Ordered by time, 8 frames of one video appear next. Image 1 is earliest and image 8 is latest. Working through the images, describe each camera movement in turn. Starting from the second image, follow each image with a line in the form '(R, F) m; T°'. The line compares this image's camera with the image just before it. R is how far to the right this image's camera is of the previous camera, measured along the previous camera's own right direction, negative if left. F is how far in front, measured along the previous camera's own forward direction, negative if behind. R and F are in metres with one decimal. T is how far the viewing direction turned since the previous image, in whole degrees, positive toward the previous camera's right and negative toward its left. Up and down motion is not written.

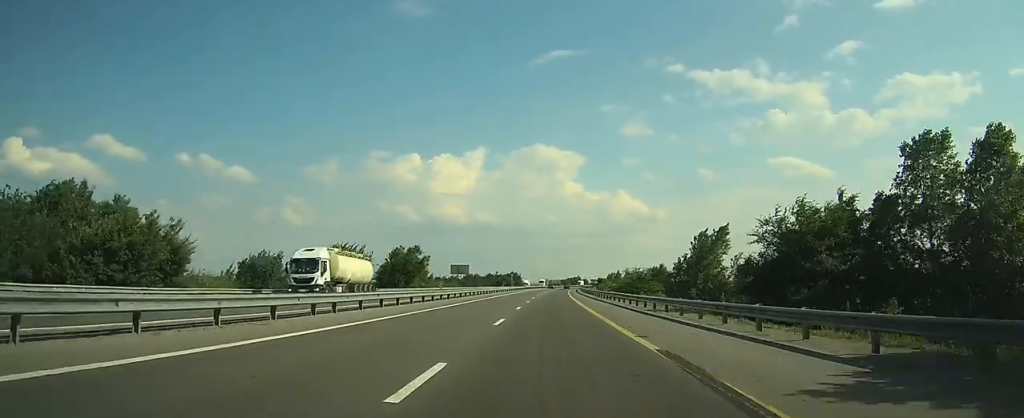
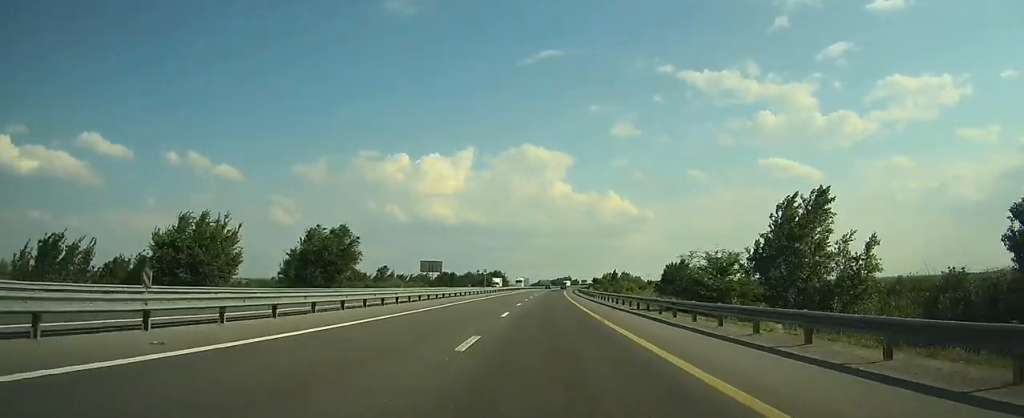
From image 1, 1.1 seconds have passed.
(+0.3, +31.2) m; +1°
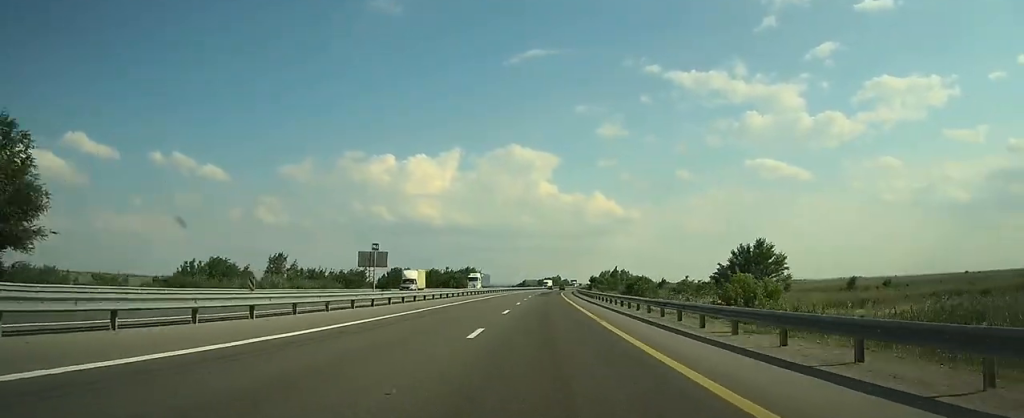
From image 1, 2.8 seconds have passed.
(+0.8, +45.3) m; +1°
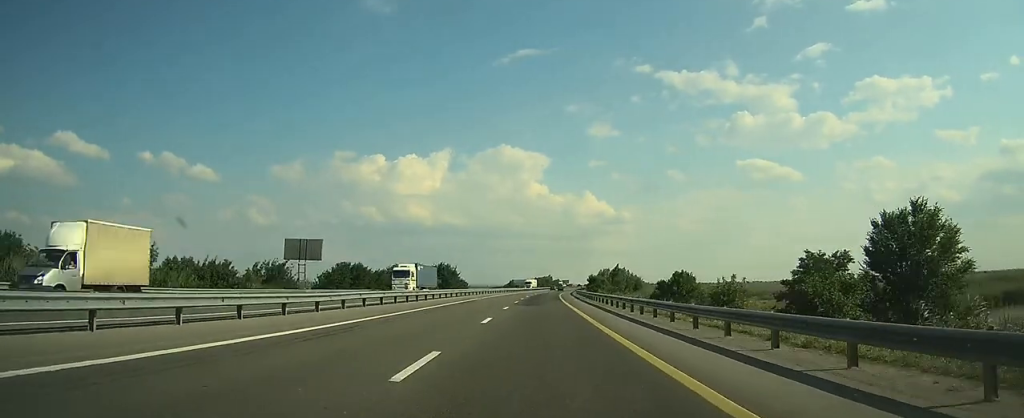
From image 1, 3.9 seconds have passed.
(+0.1, +30.6) m; 0°
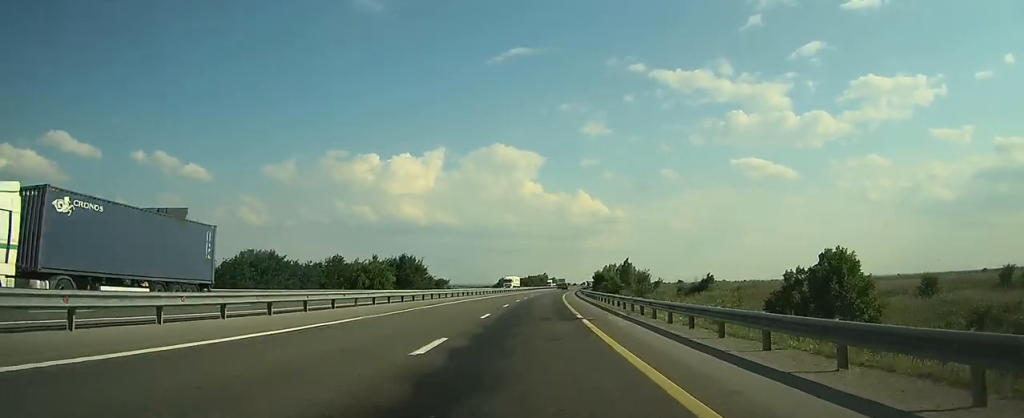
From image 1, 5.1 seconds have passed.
(+0.2, +33.5) m; +1°
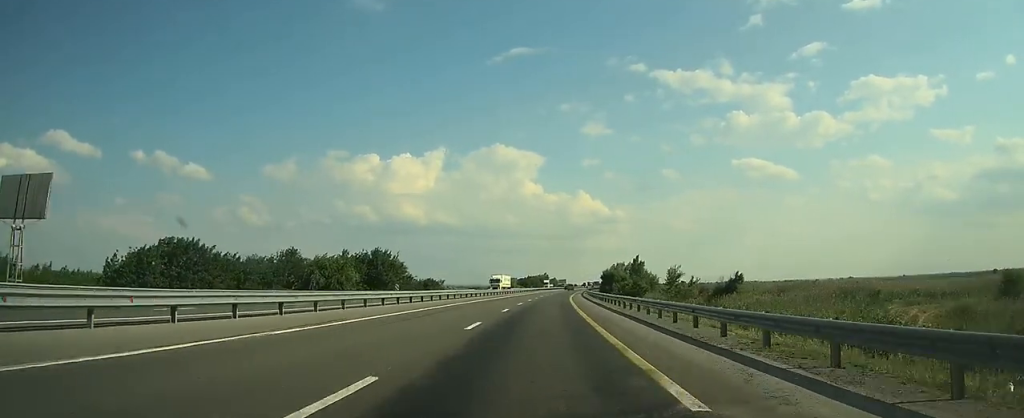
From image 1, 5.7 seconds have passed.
(0.0, +17.7) m; +1°
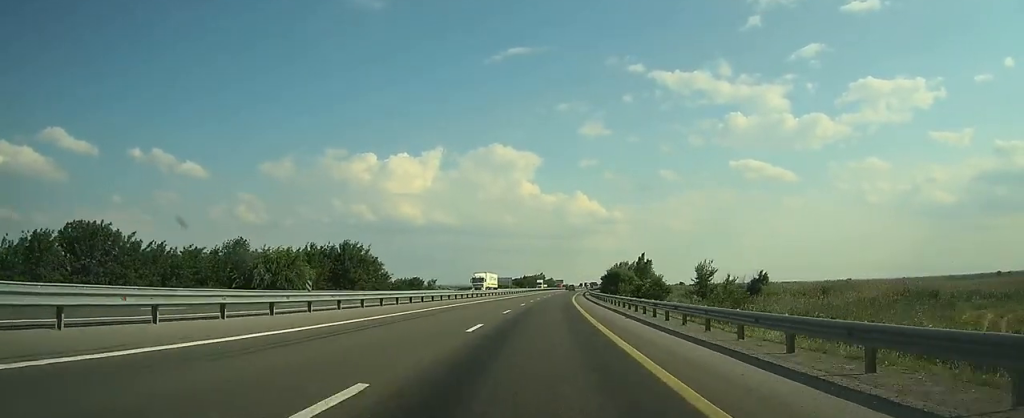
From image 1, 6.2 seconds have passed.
(0.0, +13.0) m; +1°
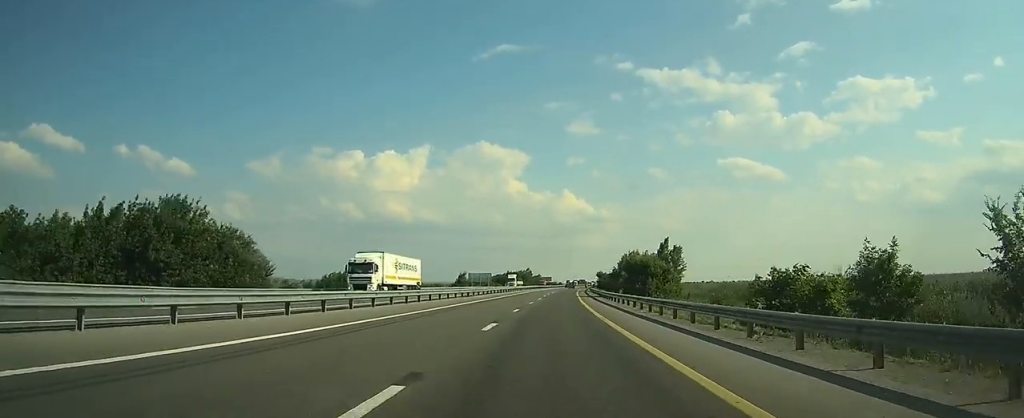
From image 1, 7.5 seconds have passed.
(+0.8, +36.2) m; +2°
